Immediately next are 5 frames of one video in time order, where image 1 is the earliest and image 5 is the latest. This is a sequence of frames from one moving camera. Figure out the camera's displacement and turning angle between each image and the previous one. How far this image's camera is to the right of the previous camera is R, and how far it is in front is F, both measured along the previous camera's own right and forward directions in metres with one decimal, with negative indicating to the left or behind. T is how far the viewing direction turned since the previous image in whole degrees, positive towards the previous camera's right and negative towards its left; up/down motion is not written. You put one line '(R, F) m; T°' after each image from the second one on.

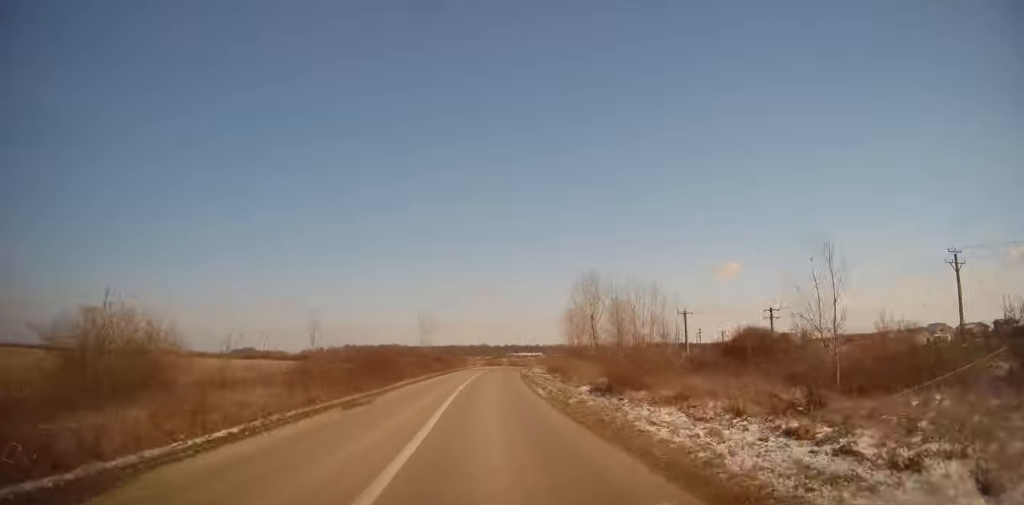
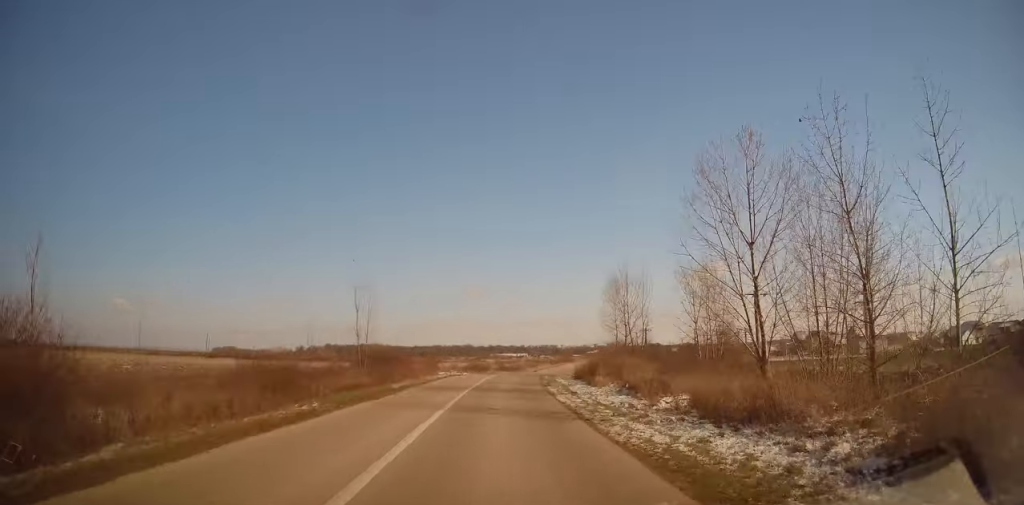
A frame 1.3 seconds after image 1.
(+0.5, +31.9) m; +2°
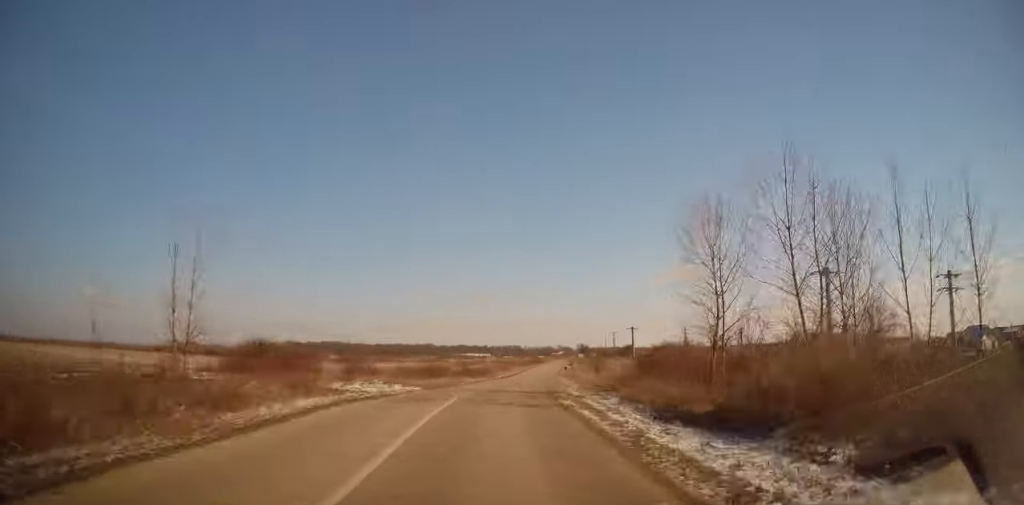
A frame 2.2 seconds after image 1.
(+0.3, +22.8) m; +3°
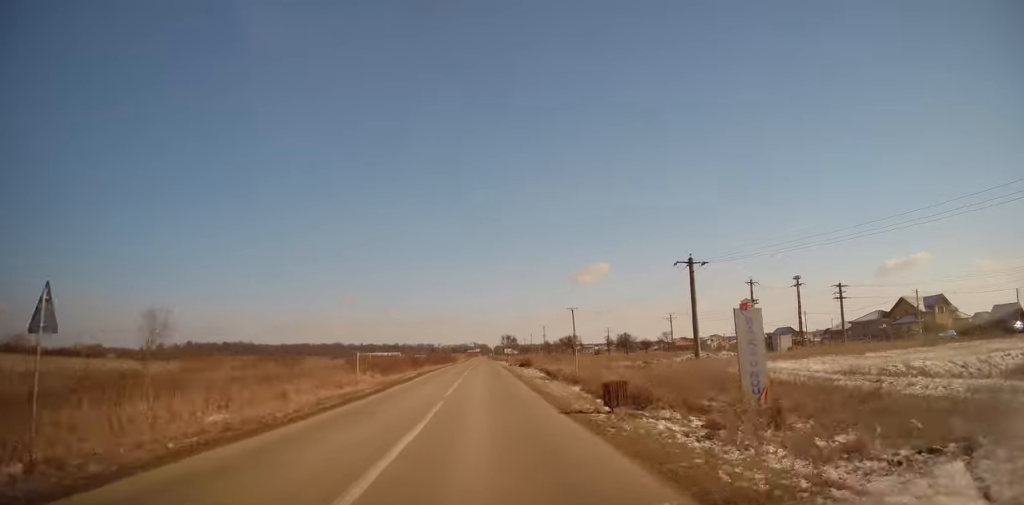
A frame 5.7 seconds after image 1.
(+9.6, +82.7) m; +11°
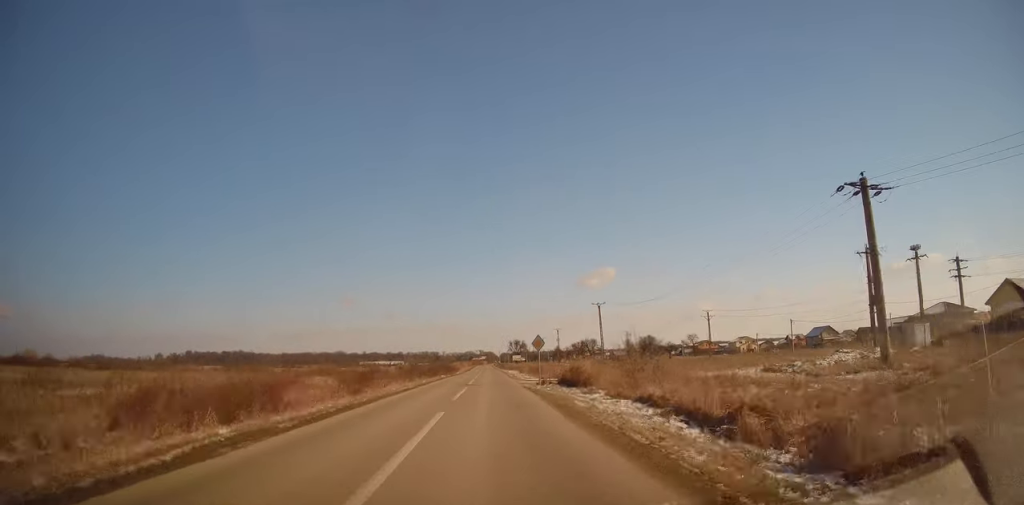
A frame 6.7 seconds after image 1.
(+0.5, +24.8) m; 0°
